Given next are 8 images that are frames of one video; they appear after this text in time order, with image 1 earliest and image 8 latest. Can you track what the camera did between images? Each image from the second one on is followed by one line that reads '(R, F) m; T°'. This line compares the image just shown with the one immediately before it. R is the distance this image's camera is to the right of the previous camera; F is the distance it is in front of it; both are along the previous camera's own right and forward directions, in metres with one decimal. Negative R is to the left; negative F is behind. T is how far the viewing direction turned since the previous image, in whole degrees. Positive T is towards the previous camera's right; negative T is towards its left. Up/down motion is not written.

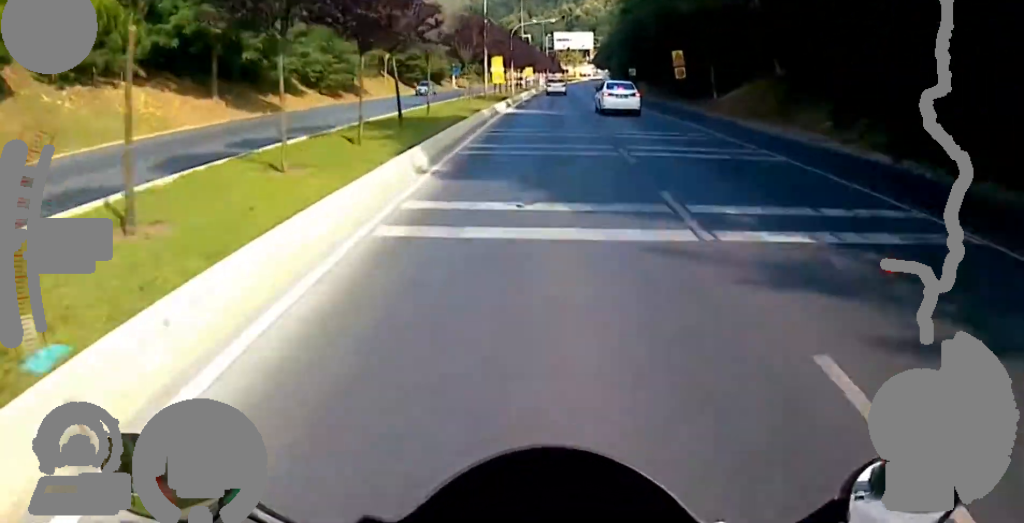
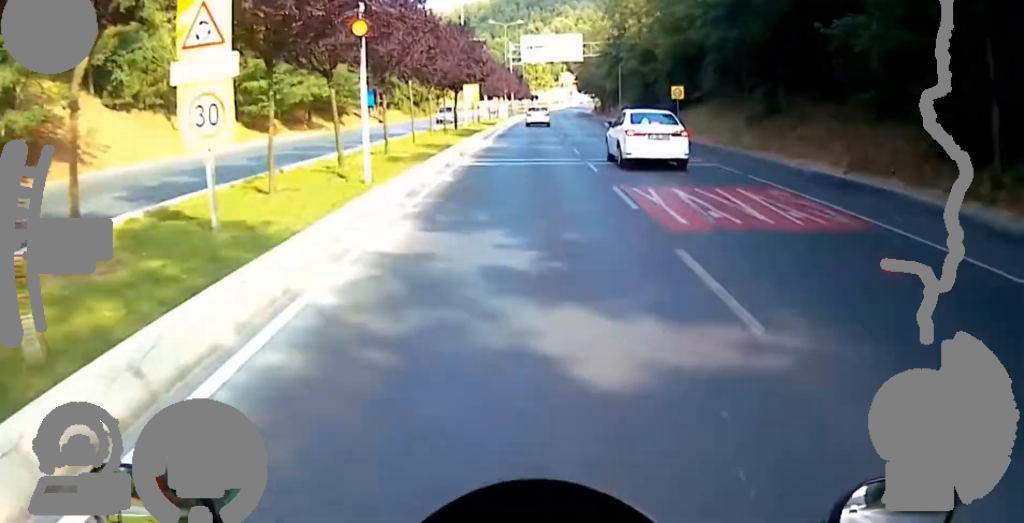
(0.0, +38.8) m; 0°
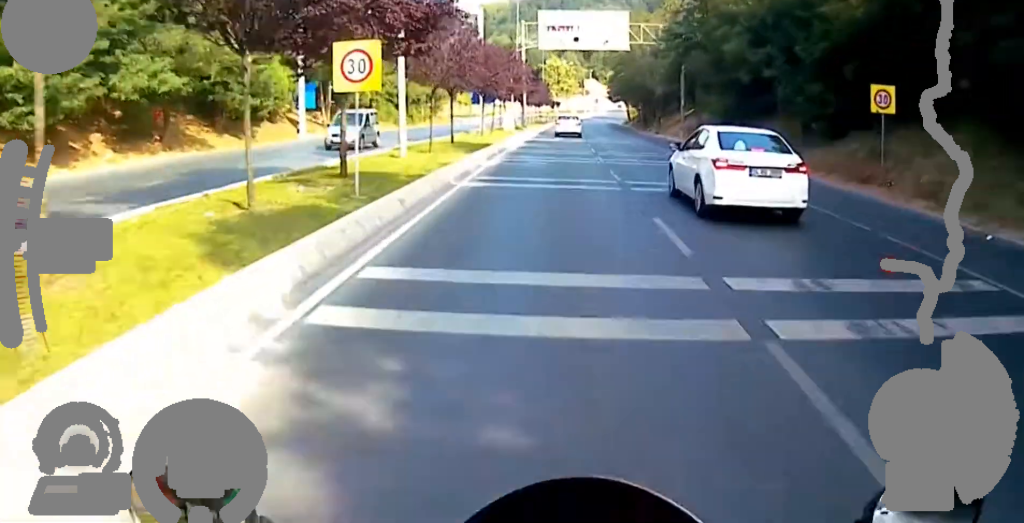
(-0.1, +25.1) m; -1°
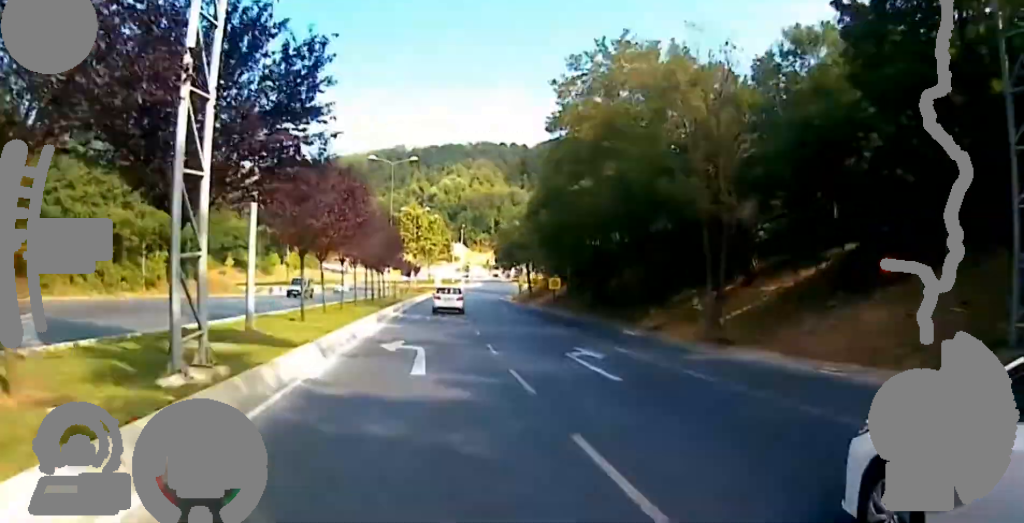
(-0.9, +46.5) m; -1°
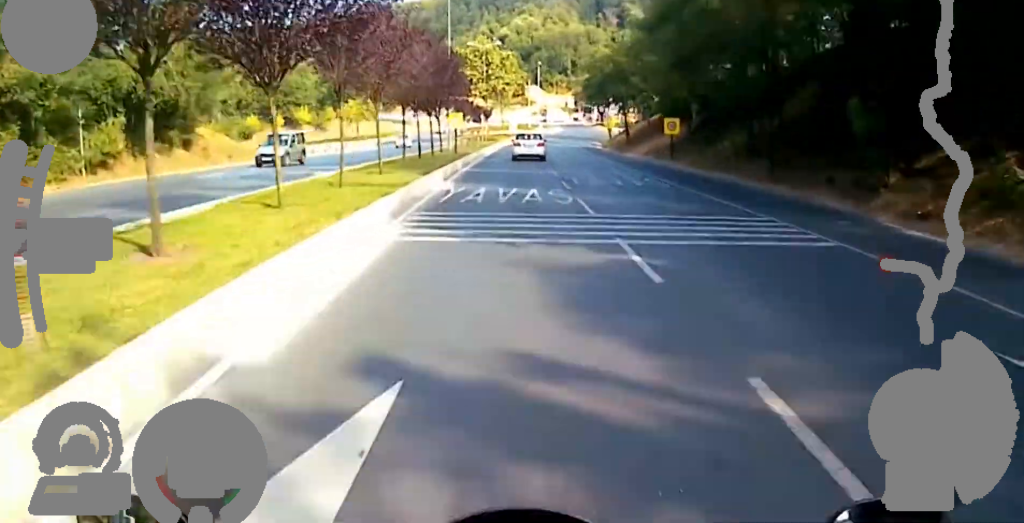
(-0.1, +14.6) m; 0°
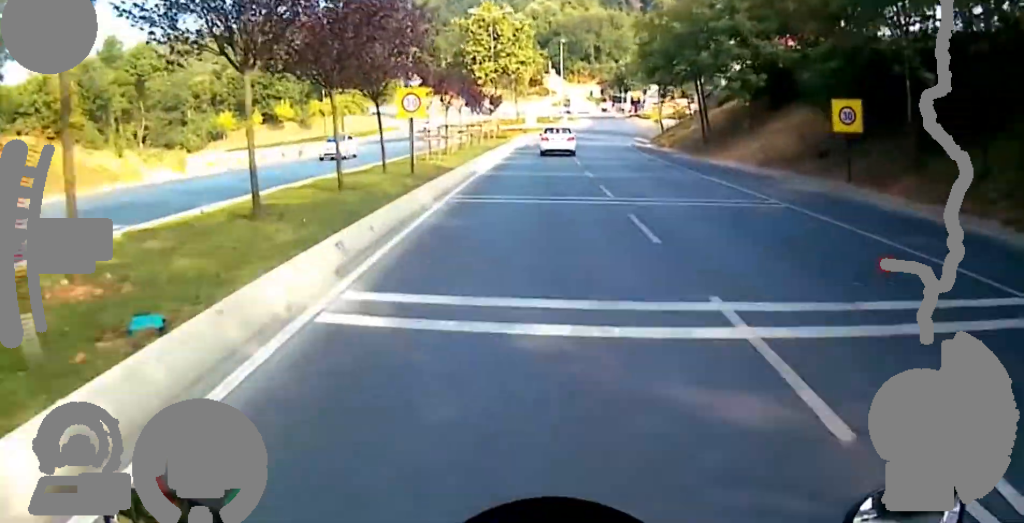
(0.0, +21.1) m; 0°
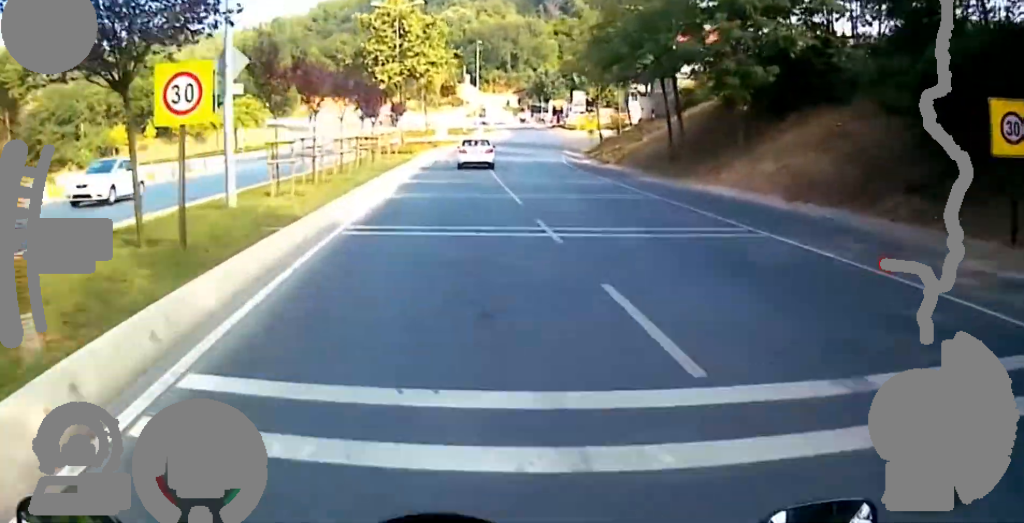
(0.0, +9.5) m; 0°
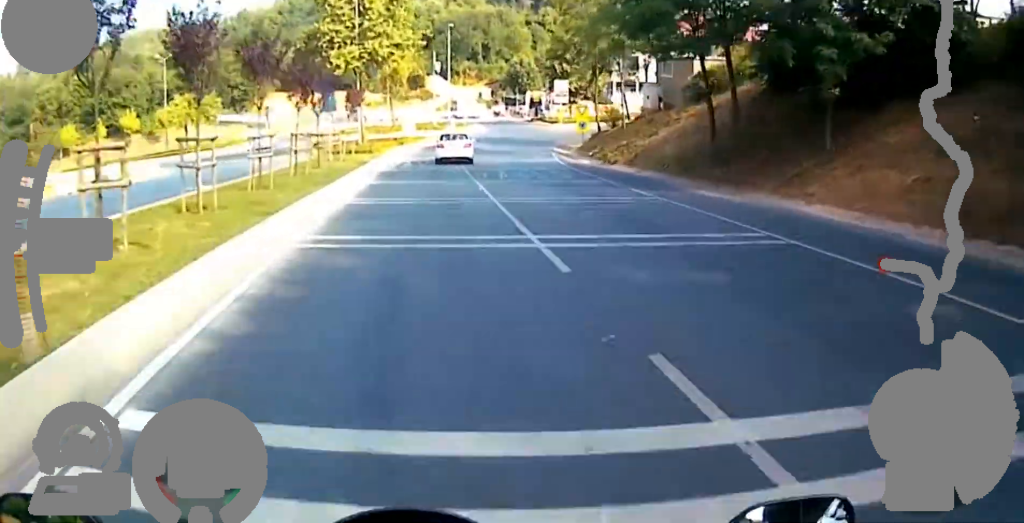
(0.0, +6.9) m; 0°
